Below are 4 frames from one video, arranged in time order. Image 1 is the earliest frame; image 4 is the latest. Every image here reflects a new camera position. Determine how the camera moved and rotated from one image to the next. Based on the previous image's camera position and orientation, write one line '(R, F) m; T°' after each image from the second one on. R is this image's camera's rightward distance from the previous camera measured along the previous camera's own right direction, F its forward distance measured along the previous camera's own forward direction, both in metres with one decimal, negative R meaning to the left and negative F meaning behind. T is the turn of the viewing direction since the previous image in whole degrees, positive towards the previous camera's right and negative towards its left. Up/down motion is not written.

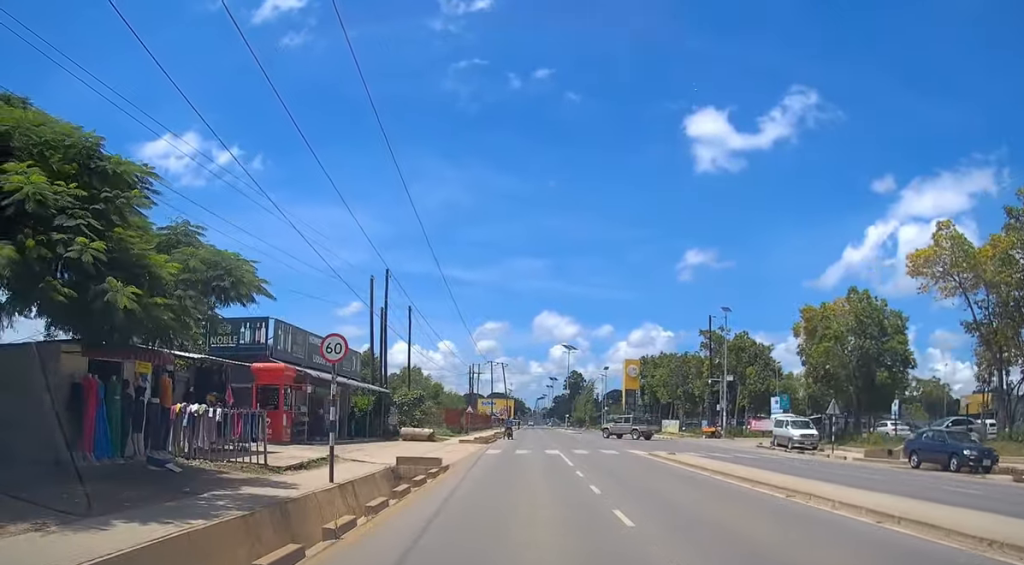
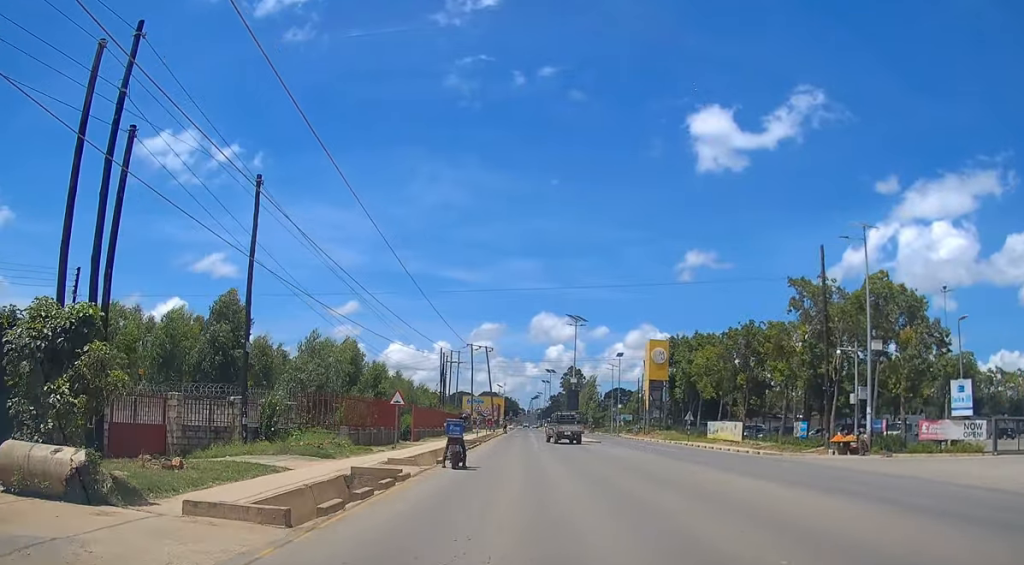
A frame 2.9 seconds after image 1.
(0.0, +30.5) m; 0°
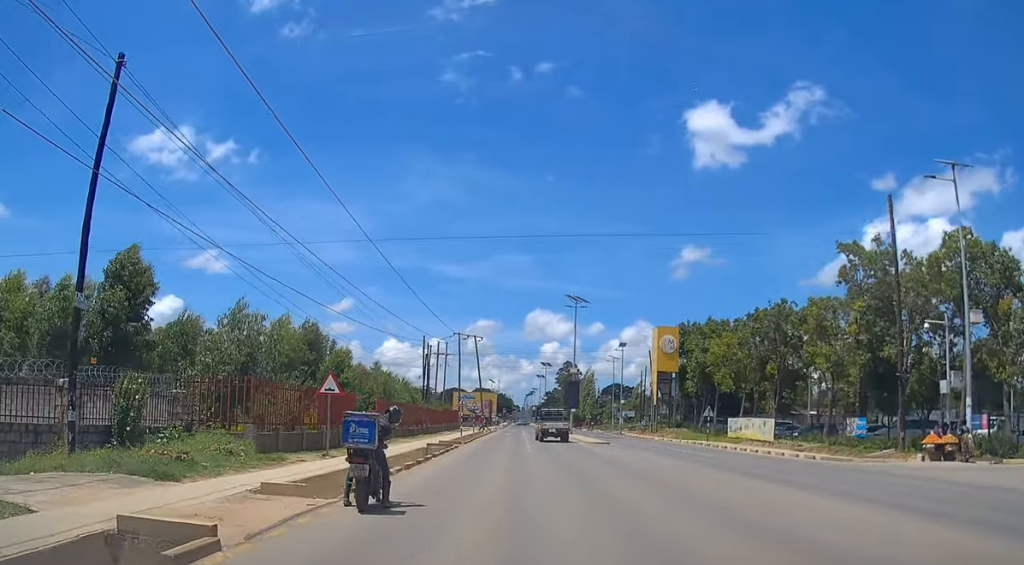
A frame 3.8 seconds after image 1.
(0.0, +9.8) m; 0°
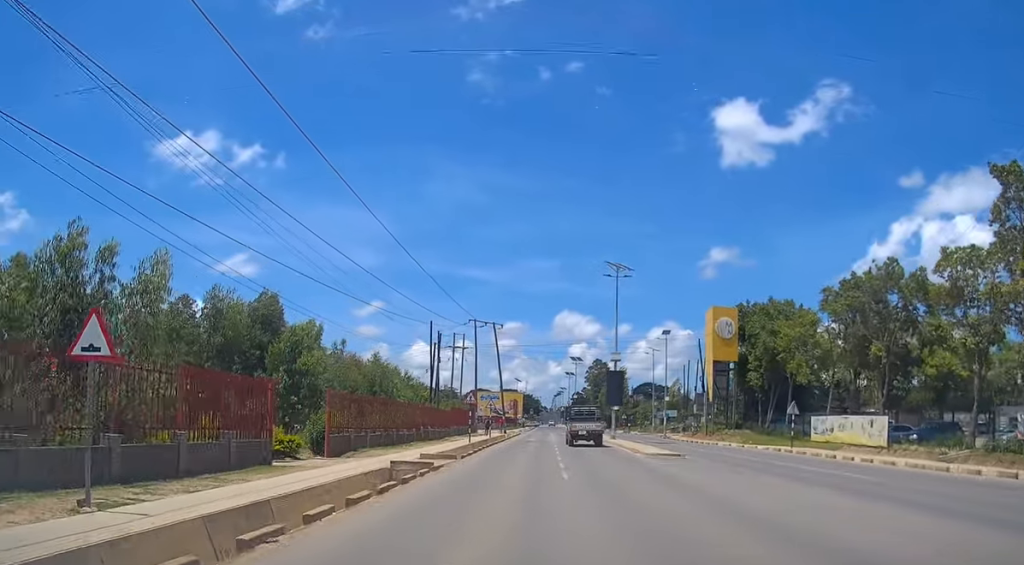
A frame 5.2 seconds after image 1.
(0.0, +13.9) m; -1°
